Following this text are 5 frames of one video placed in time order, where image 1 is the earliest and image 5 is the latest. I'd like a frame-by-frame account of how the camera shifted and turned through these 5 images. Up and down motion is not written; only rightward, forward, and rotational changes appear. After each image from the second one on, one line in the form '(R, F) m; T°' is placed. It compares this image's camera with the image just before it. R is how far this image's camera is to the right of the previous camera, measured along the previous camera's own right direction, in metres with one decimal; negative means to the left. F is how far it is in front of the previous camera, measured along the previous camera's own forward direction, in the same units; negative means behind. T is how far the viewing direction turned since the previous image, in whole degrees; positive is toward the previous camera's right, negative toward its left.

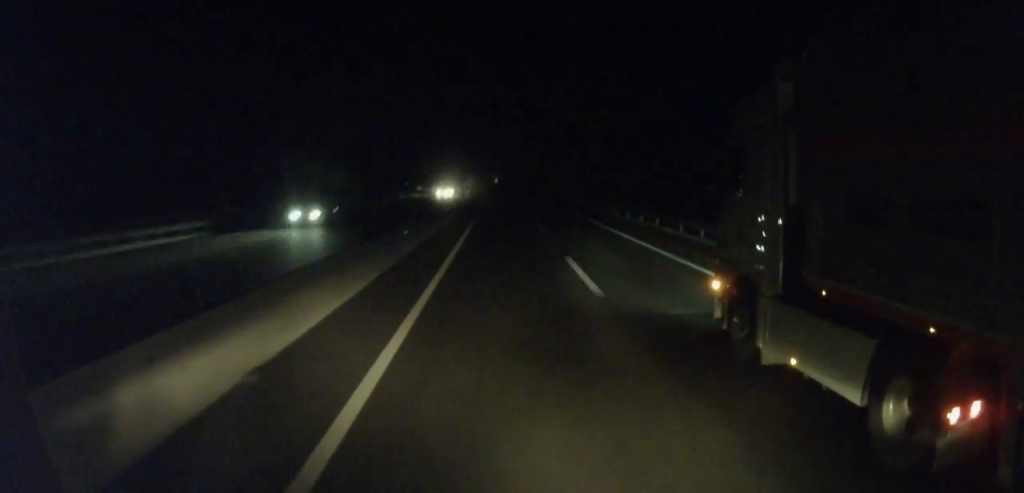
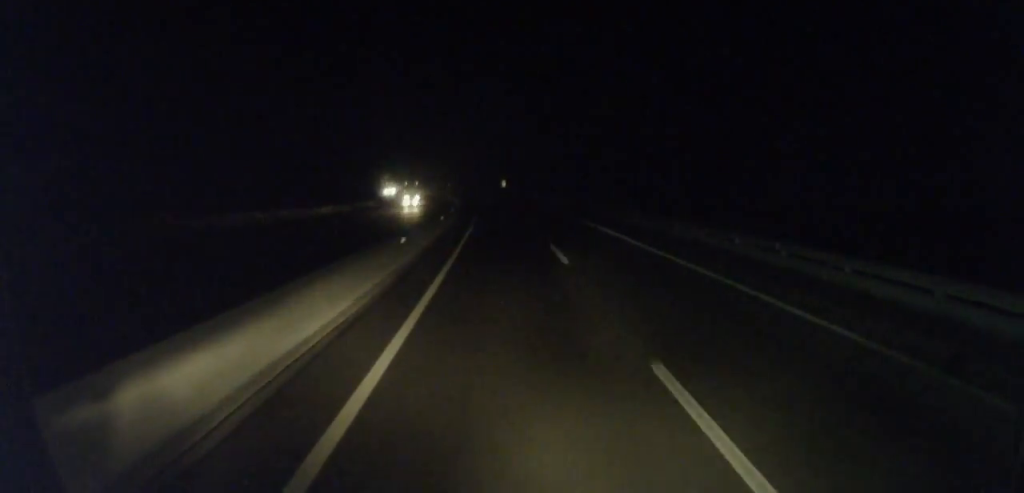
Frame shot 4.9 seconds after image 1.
(+2.5, +96.3) m; +1°
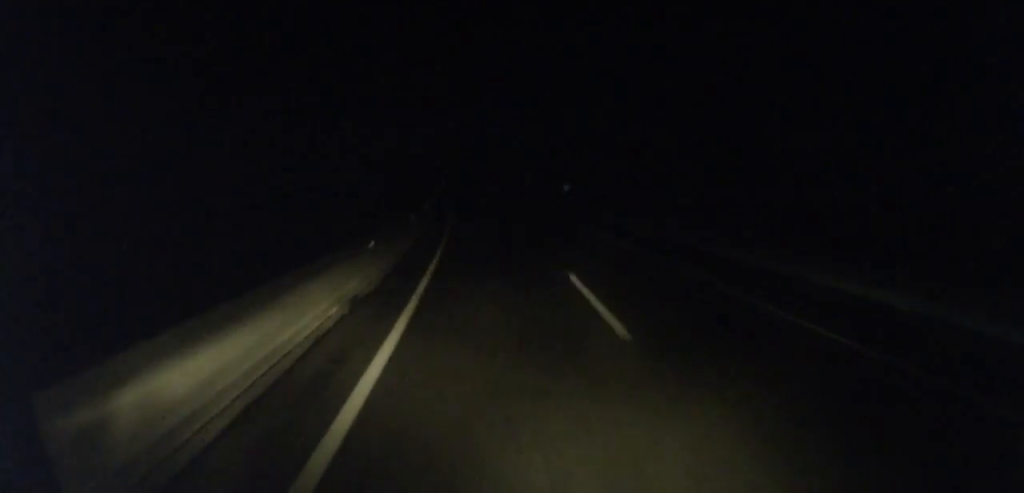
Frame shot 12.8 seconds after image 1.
(-10.7, +162.7) m; -11°
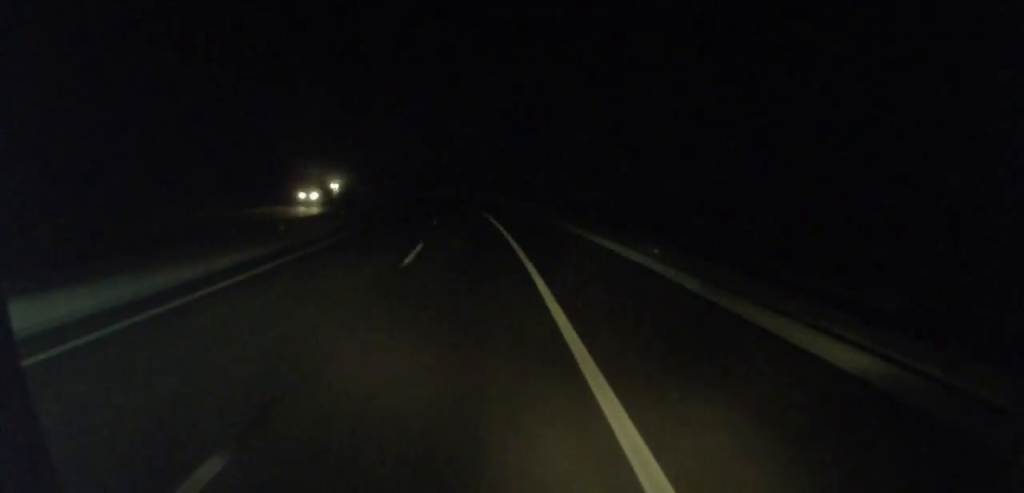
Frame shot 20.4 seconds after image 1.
(-26.1, +161.9) m; -18°
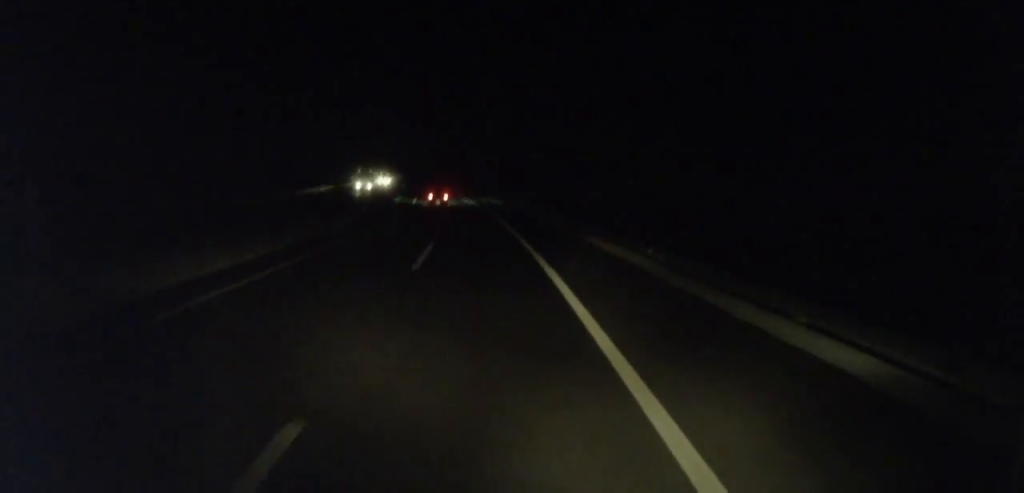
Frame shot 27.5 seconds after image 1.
(-20.3, +156.6) m; -14°
